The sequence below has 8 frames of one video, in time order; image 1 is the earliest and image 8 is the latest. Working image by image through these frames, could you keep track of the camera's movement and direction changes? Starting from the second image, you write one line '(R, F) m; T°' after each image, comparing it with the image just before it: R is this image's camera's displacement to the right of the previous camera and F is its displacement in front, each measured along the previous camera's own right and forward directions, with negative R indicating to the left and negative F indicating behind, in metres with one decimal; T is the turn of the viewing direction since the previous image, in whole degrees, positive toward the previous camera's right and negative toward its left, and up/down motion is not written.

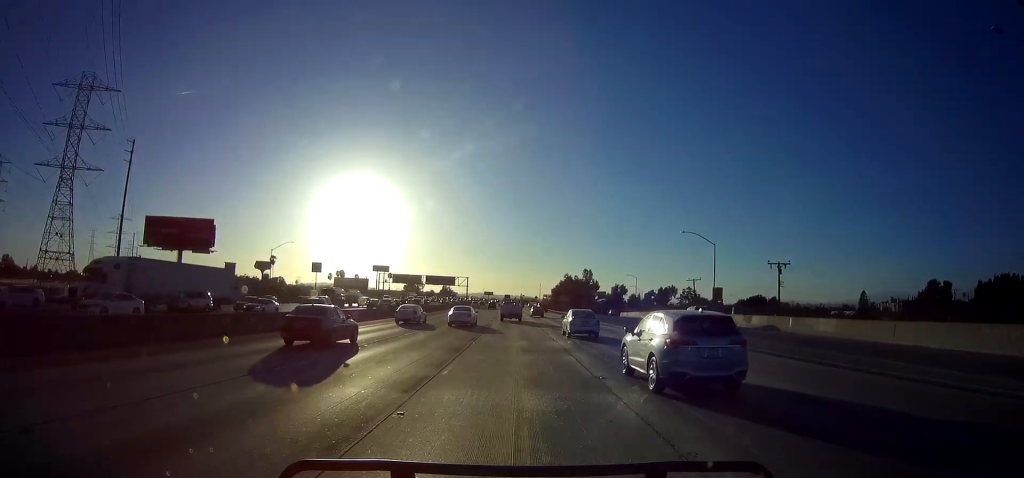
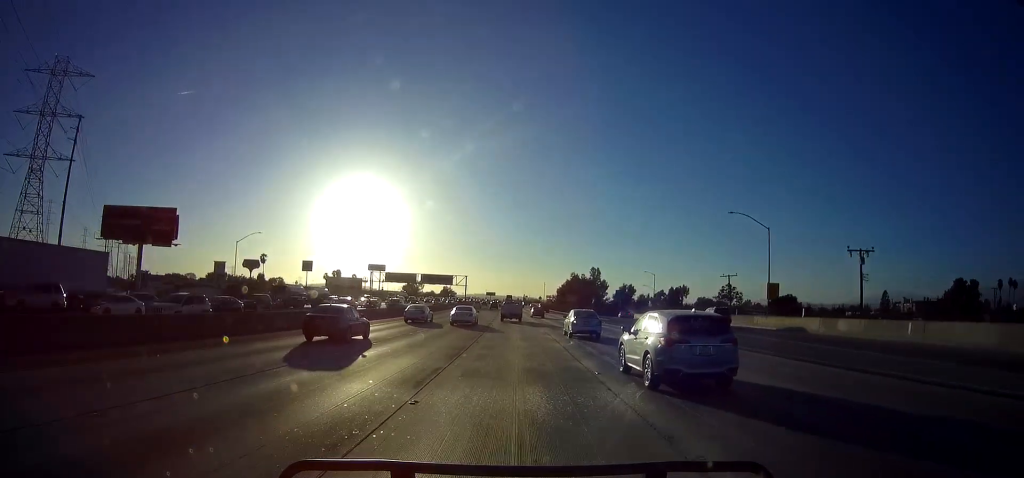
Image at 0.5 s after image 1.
(0.0, +13.3) m; 0°
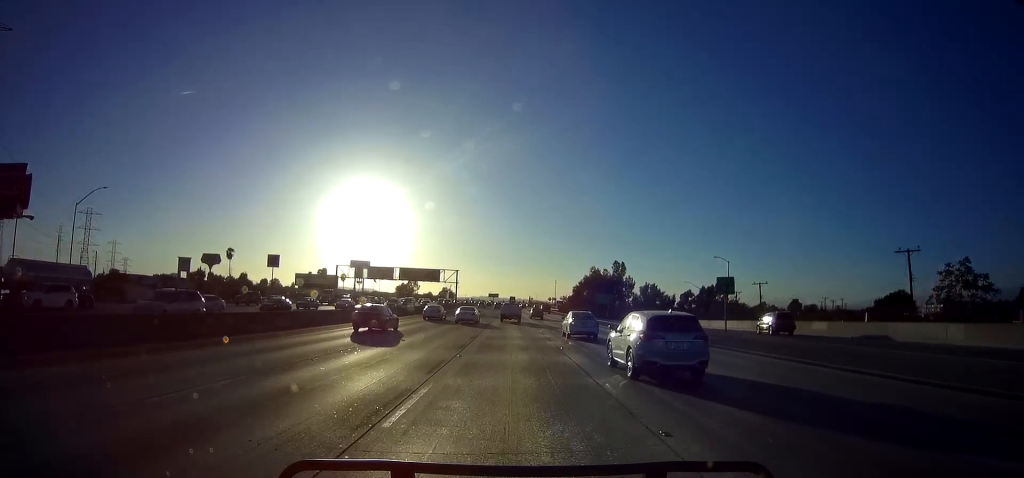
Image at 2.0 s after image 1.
(-0.3, +35.2) m; 0°
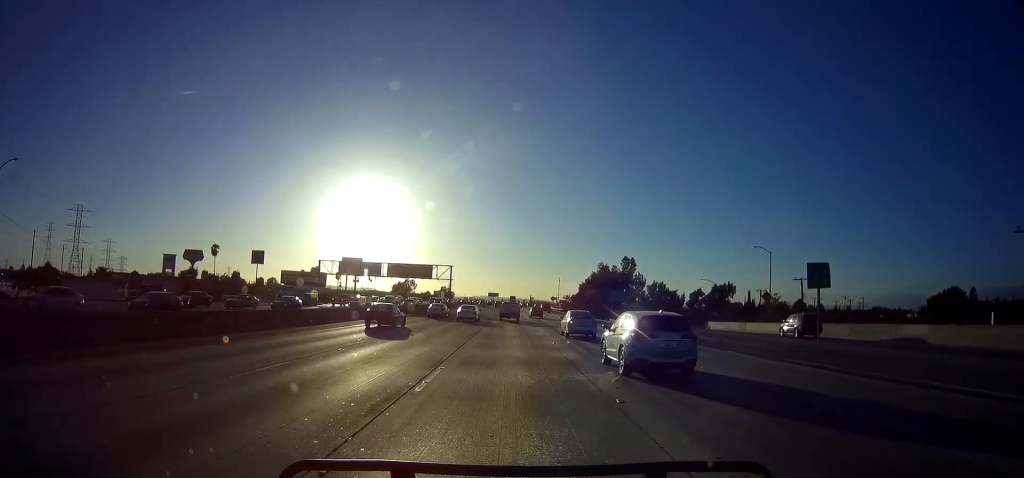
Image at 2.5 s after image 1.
(0.0, +12.1) m; 0°
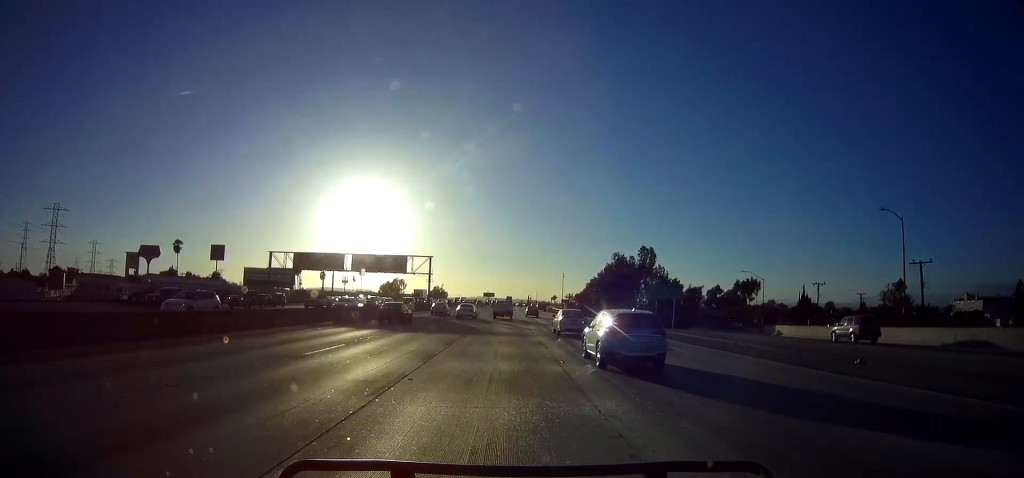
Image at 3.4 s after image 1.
(+0.1, +22.9) m; 0°
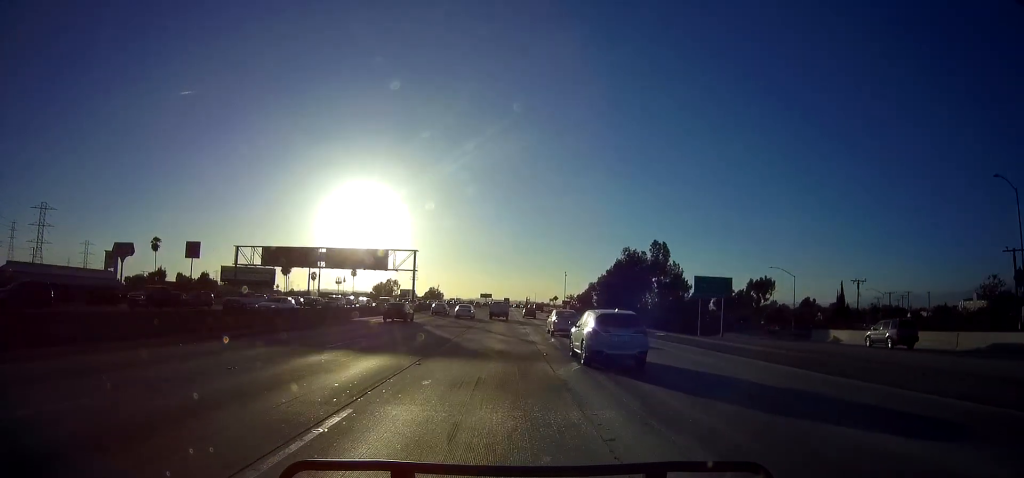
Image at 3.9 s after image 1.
(-0.1, +11.6) m; 0°
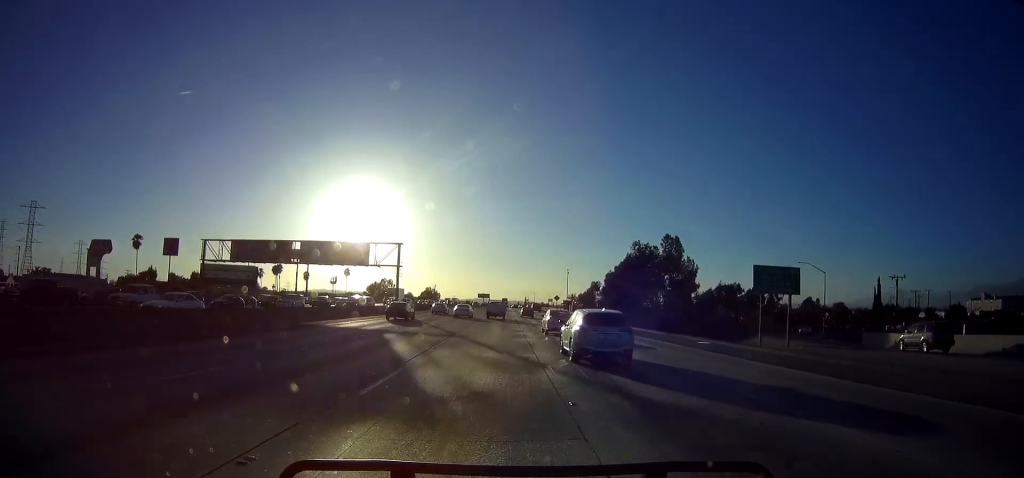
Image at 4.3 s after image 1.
(-0.1, +9.3) m; 0°
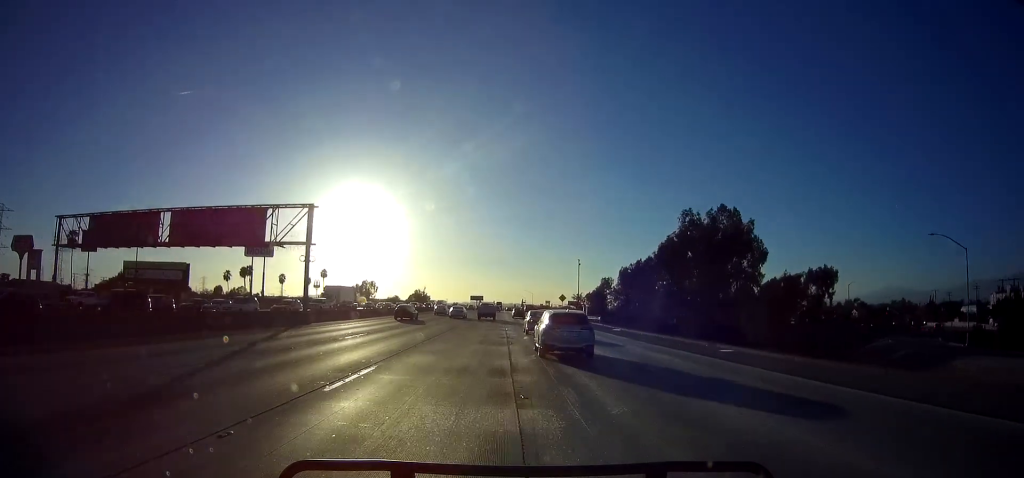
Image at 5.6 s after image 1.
(+0.2, +28.1) m; 0°
